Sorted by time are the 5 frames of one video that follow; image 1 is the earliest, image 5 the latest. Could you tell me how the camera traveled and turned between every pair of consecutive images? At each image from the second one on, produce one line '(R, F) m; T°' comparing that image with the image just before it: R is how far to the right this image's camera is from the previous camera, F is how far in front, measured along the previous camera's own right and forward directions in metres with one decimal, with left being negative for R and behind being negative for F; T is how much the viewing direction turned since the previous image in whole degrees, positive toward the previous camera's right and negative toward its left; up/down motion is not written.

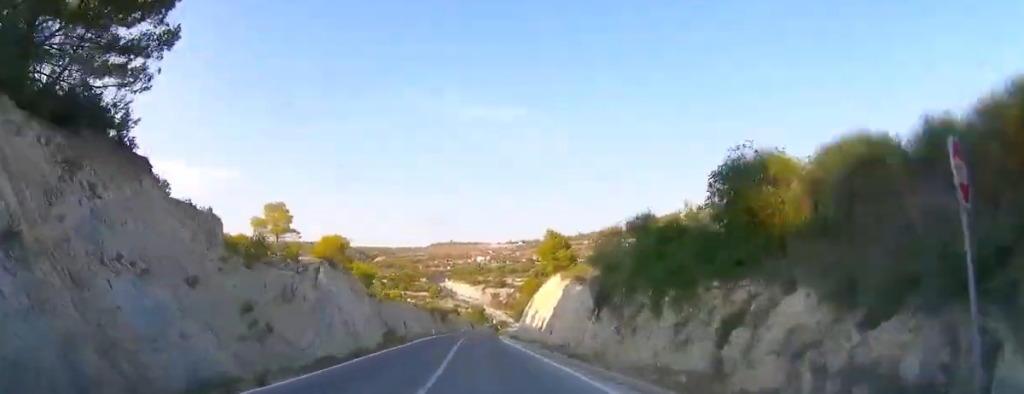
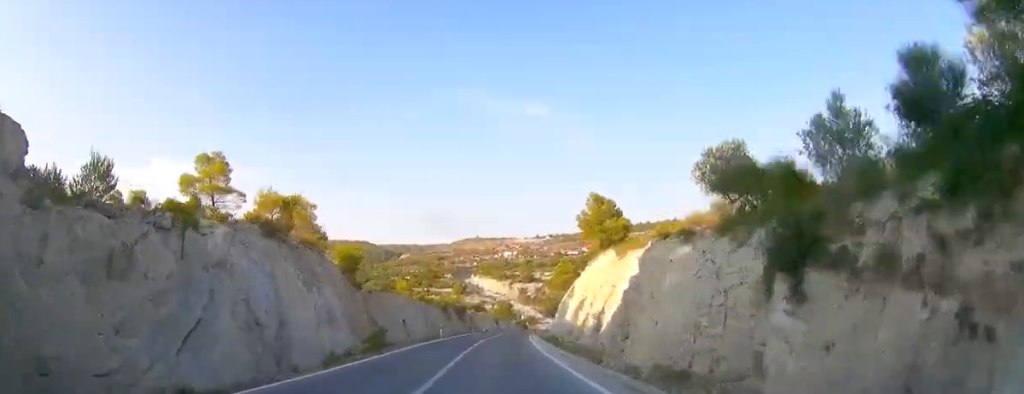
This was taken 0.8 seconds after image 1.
(-0.9, +14.9) m; -2°
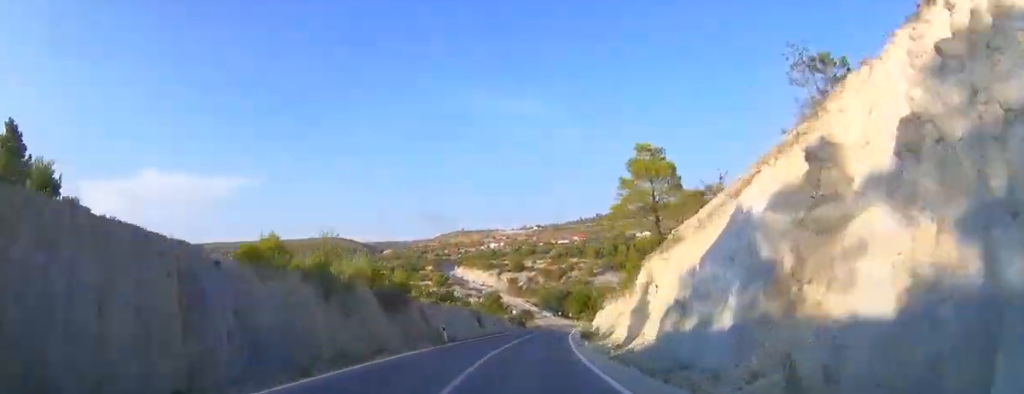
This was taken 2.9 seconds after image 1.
(-1.7, +41.0) m; -1°
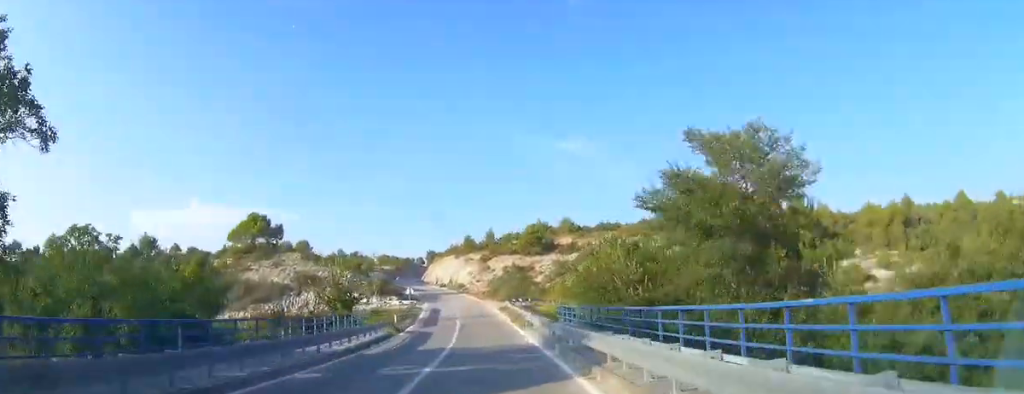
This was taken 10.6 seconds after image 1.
(+6.2, +179.2) m; -5°
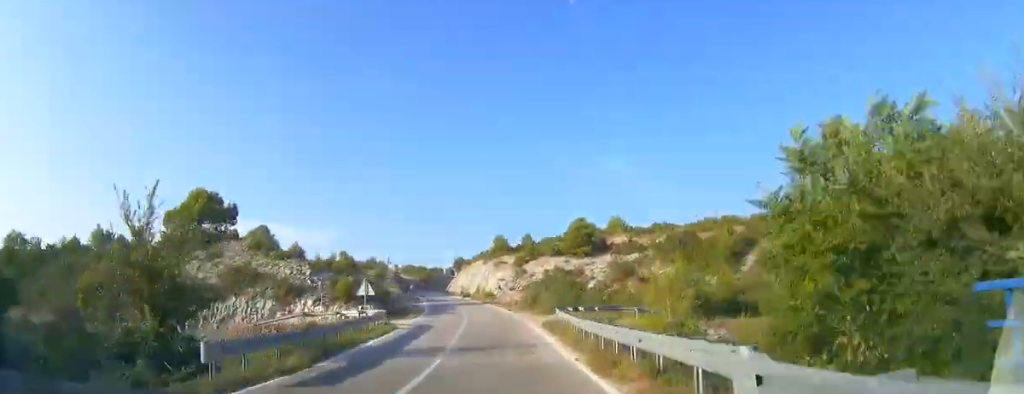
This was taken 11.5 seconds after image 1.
(-0.7, +23.1) m; -3°
